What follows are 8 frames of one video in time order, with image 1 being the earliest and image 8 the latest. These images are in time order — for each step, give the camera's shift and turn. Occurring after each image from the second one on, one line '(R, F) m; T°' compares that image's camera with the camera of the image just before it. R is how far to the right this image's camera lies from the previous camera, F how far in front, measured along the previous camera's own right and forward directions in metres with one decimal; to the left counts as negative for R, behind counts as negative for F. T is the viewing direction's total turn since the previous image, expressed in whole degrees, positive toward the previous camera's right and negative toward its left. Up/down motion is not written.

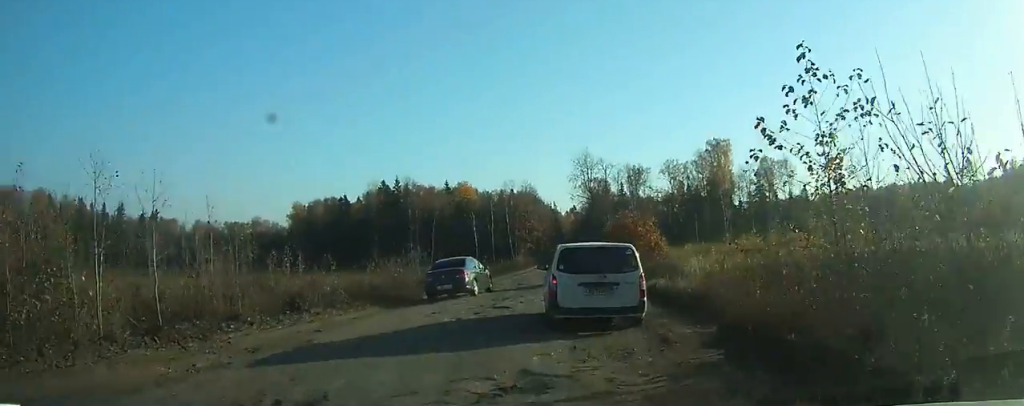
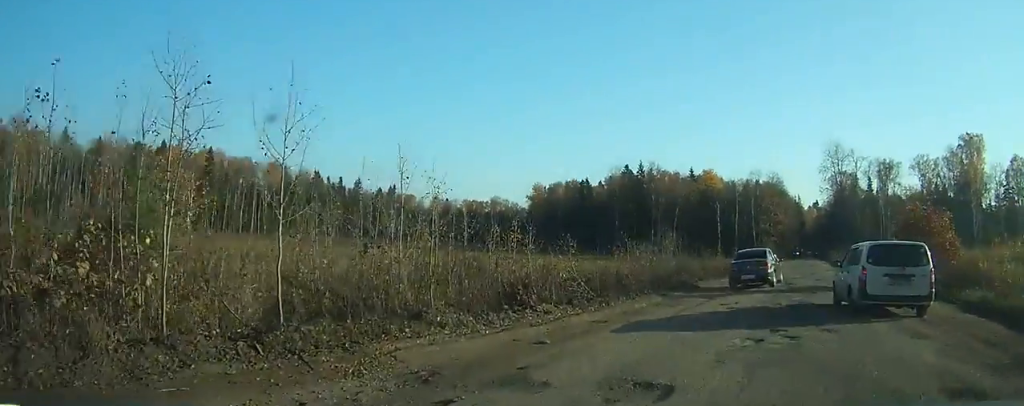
(-0.8, +4.6) m; -7°
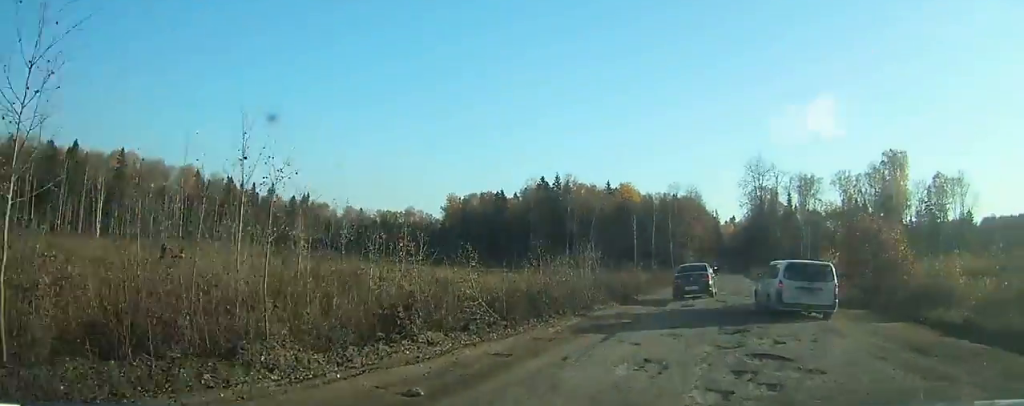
(-0.1, +3.9) m; -1°
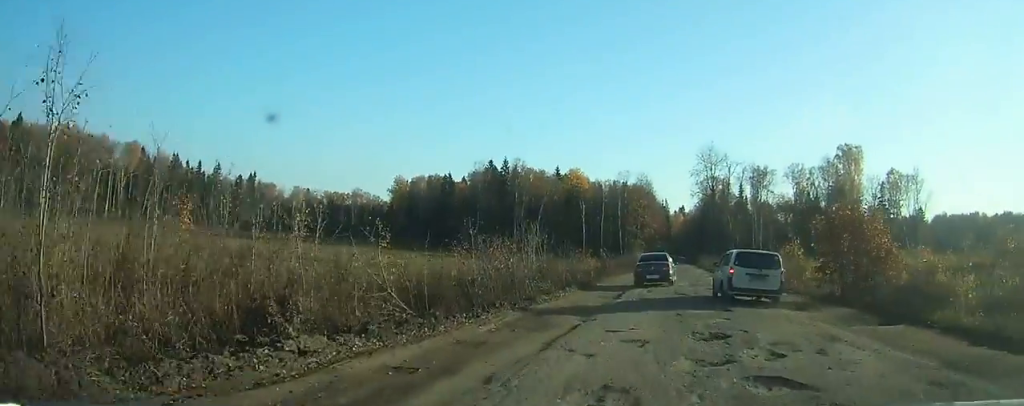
(0.0, +3.0) m; +2°
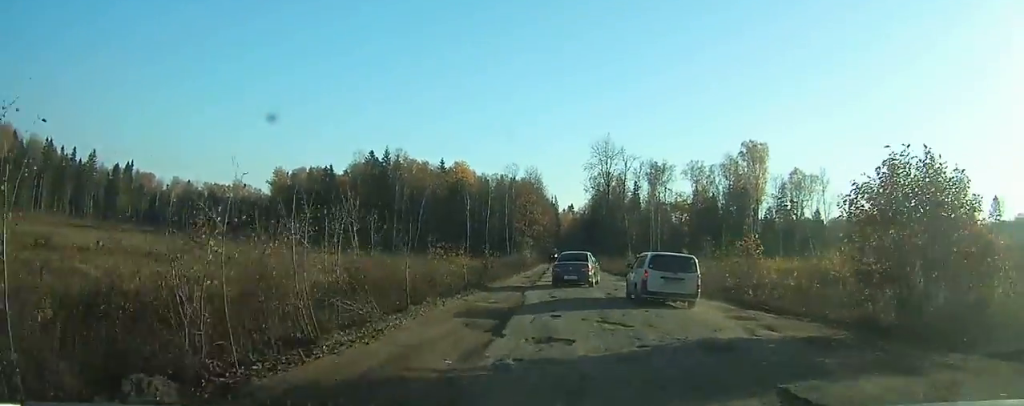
(+0.4, +8.4) m; +5°
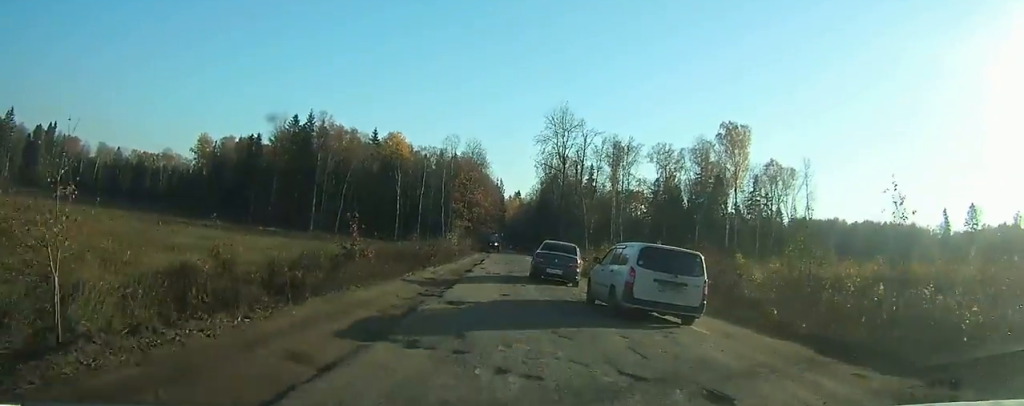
(+0.9, +16.9) m; +6°
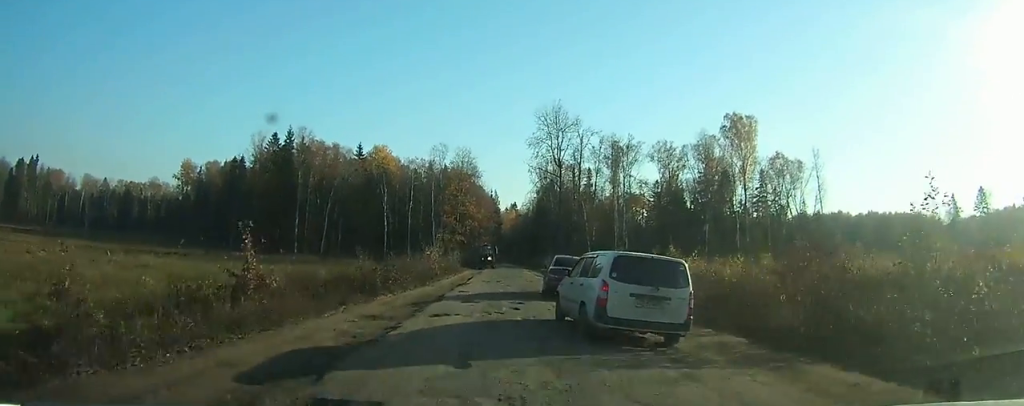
(+0.2, +7.5) m; +2°
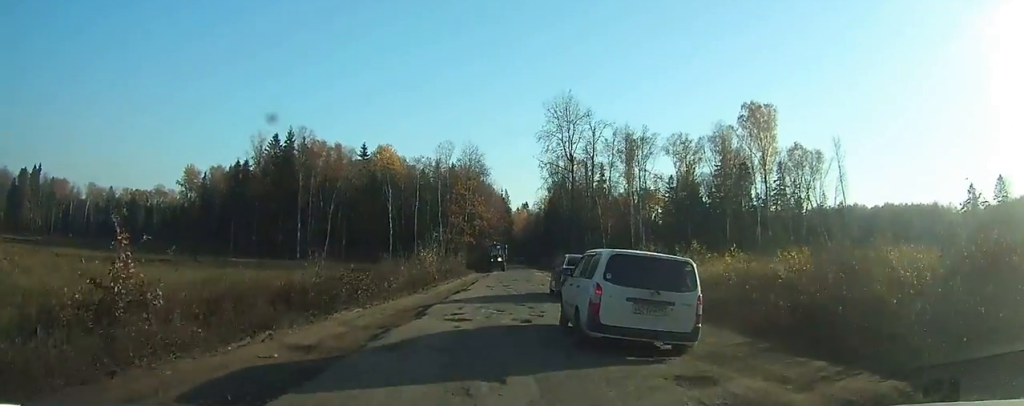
(0.0, +4.7) m; +1°
